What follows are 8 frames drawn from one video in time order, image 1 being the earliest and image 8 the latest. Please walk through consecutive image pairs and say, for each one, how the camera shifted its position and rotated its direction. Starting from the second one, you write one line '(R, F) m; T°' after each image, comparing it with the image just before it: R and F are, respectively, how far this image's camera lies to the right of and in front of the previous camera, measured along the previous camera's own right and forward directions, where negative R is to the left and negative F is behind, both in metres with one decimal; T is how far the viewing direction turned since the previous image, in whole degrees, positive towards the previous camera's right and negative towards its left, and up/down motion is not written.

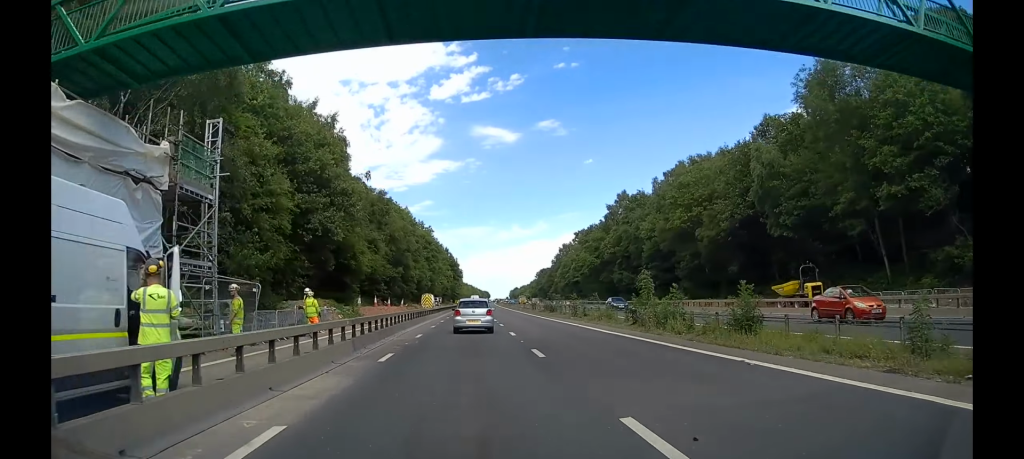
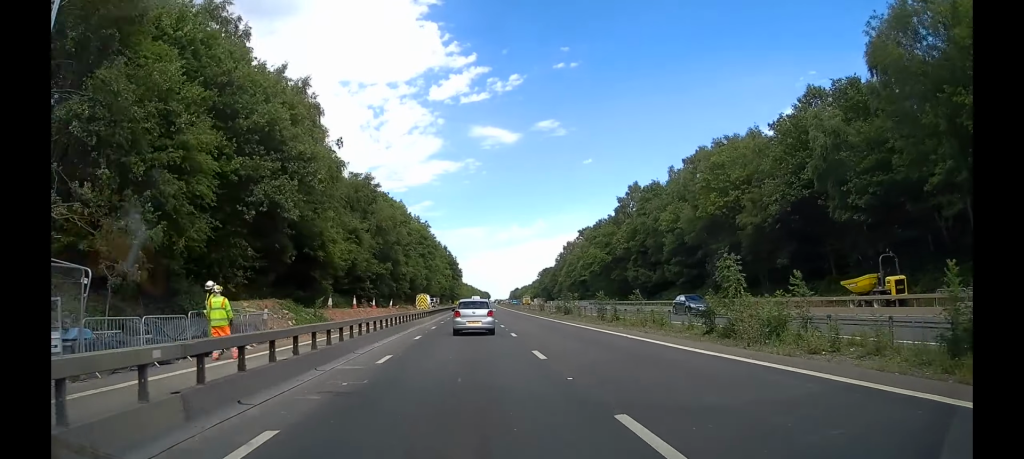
(+0.1, +9.0) m; 0°
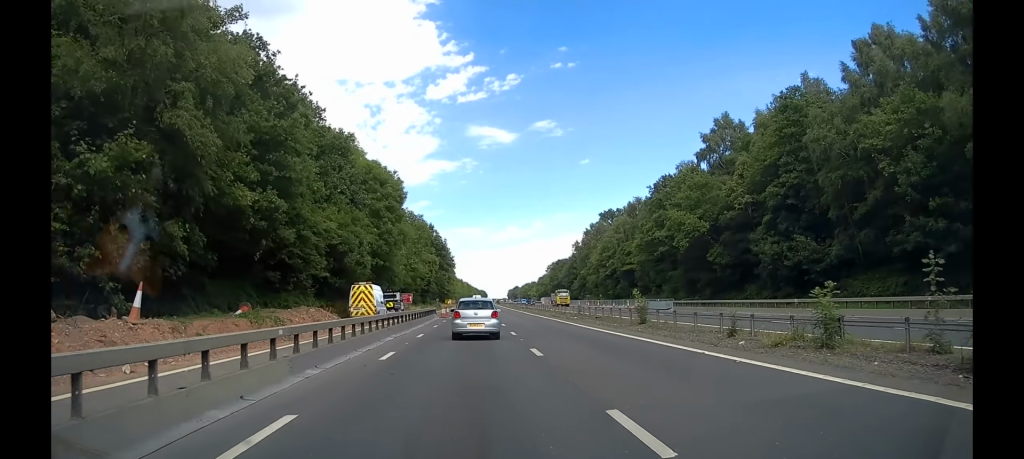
(-0.2, +43.5) m; 0°
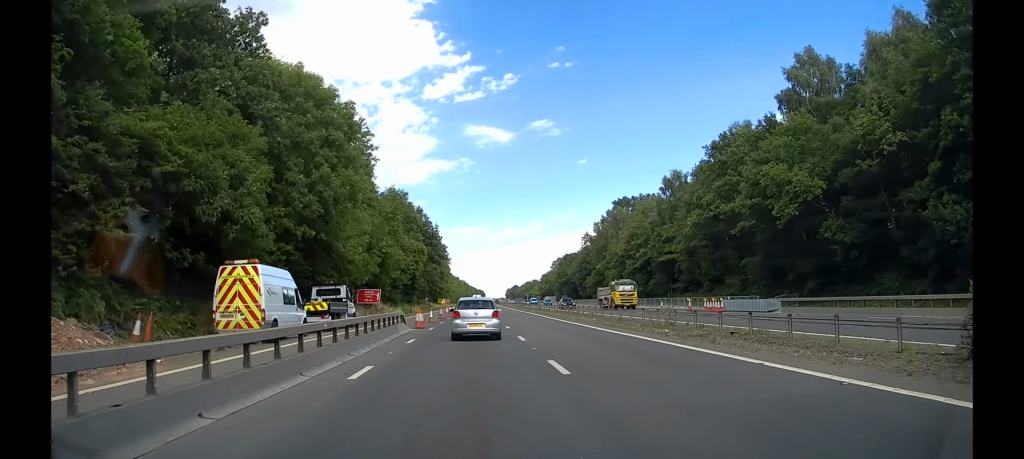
(+0.1, +21.2) m; 0°
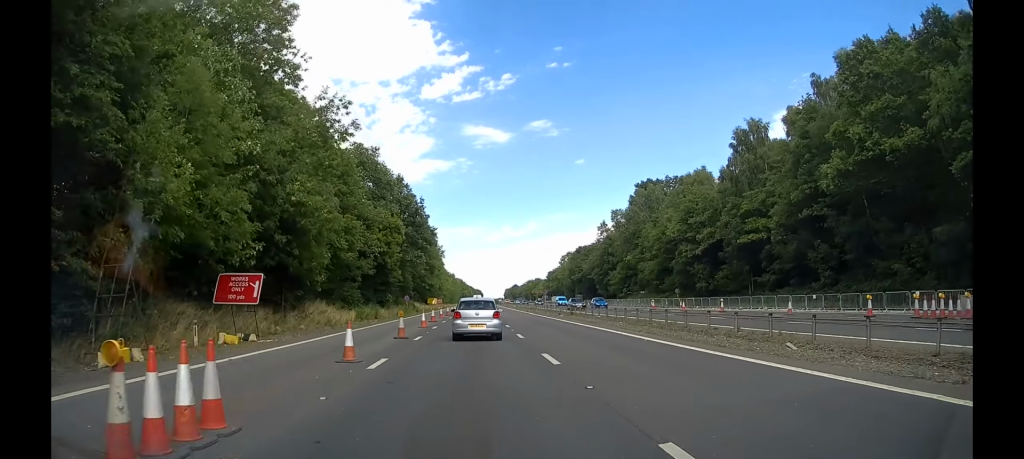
(-0.1, +25.0) m; 0°
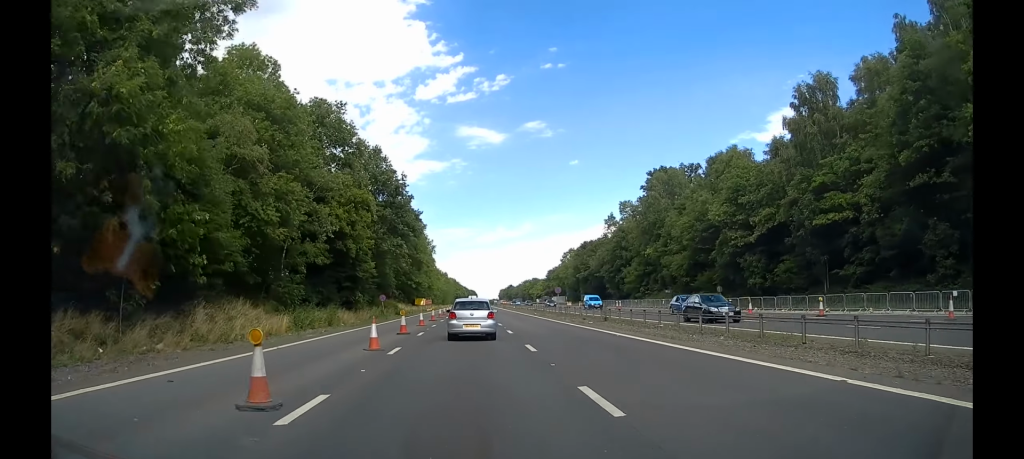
(+0.1, +14.2) m; 0°
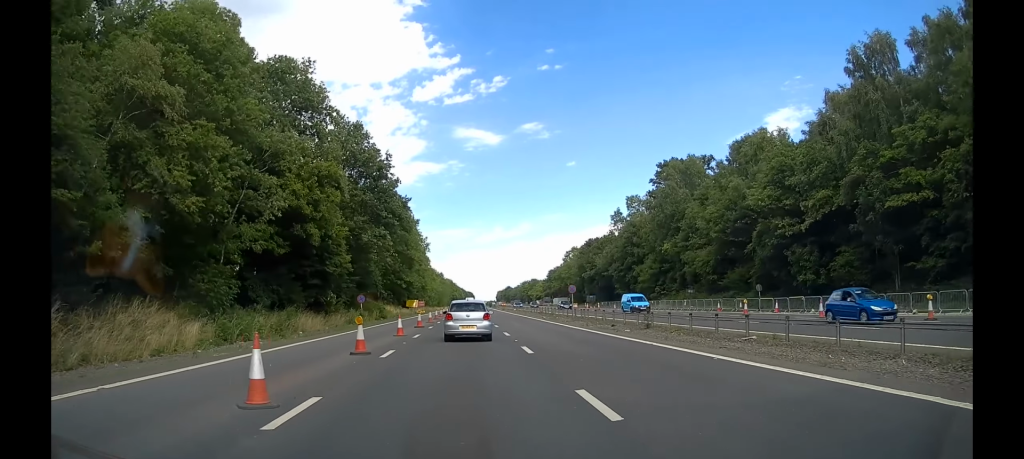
(+0.1, +9.0) m; 0°
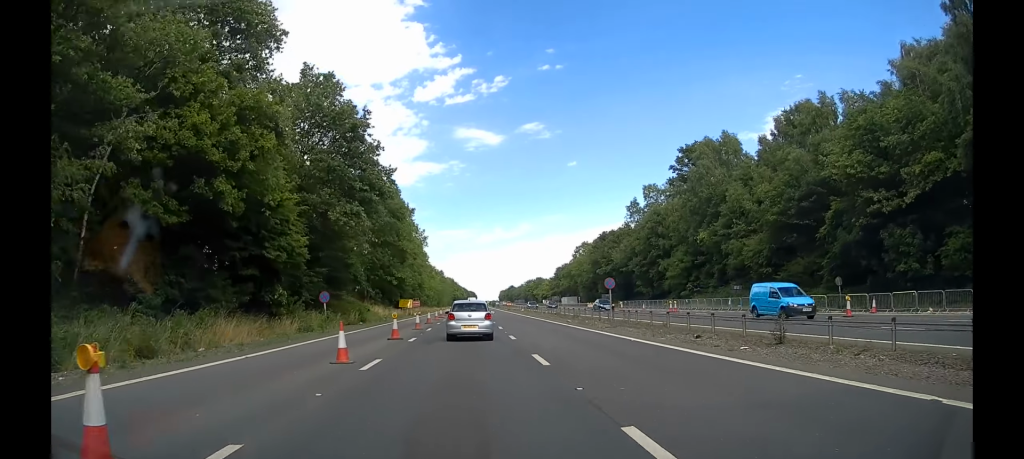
(-0.1, +11.5) m; 0°
